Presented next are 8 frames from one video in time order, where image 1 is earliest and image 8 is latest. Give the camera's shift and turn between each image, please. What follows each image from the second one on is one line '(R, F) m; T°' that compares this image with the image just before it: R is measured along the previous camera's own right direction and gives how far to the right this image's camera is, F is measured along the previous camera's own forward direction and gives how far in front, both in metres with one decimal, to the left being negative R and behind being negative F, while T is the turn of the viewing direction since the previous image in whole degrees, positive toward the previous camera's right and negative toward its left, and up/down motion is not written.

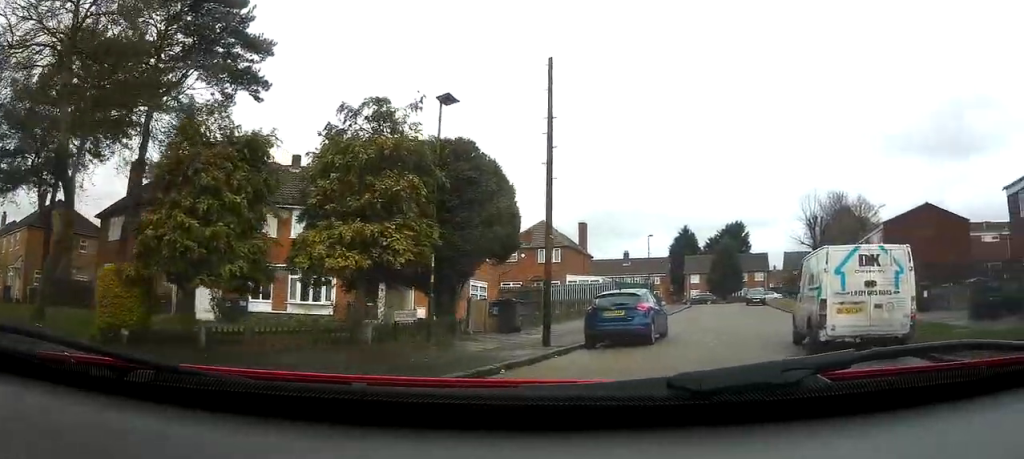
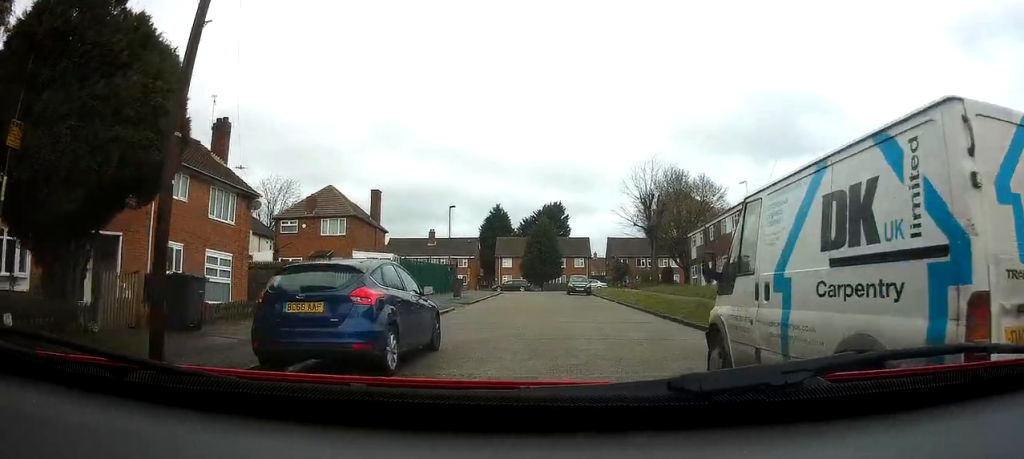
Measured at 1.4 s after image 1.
(+2.1, +7.3) m; +21°
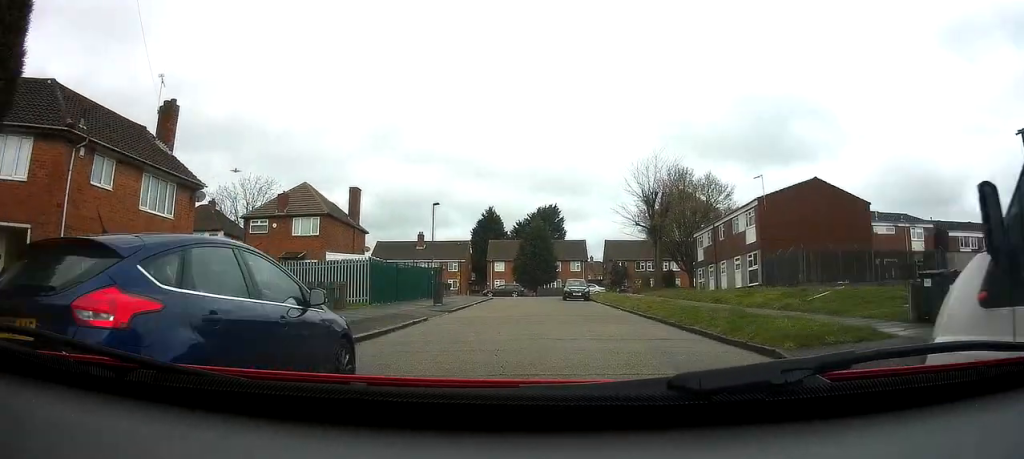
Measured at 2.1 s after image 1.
(+0.1, +4.4) m; 0°
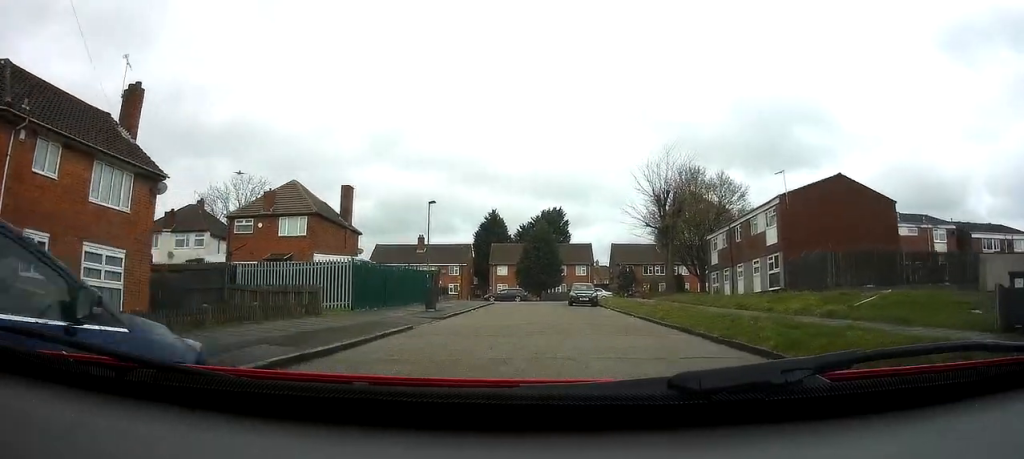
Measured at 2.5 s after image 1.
(0.0, +3.0) m; -2°
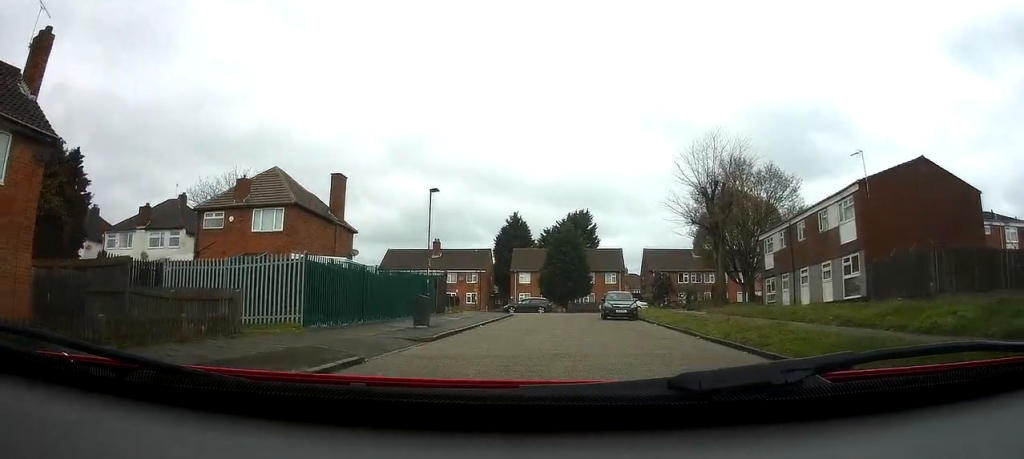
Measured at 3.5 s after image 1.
(-0.2, +7.1) m; -2°
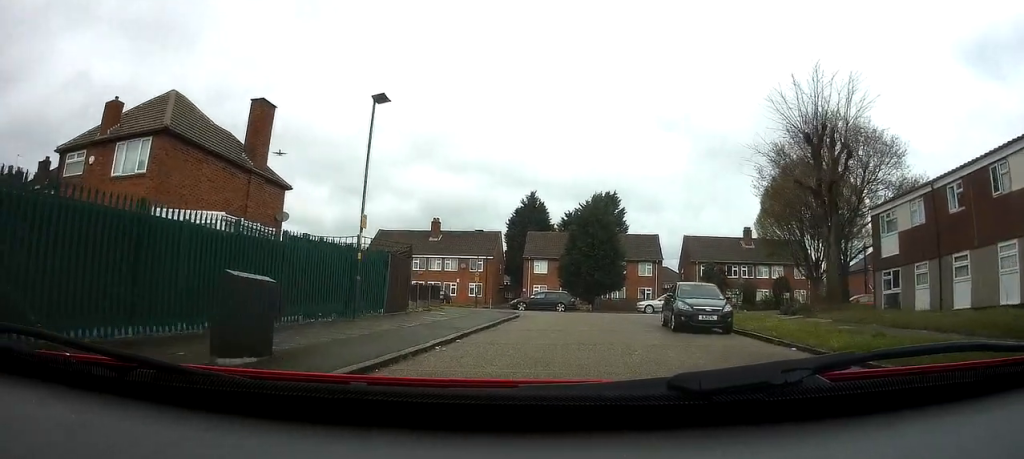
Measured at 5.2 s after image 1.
(-0.5, +14.4) m; -4°
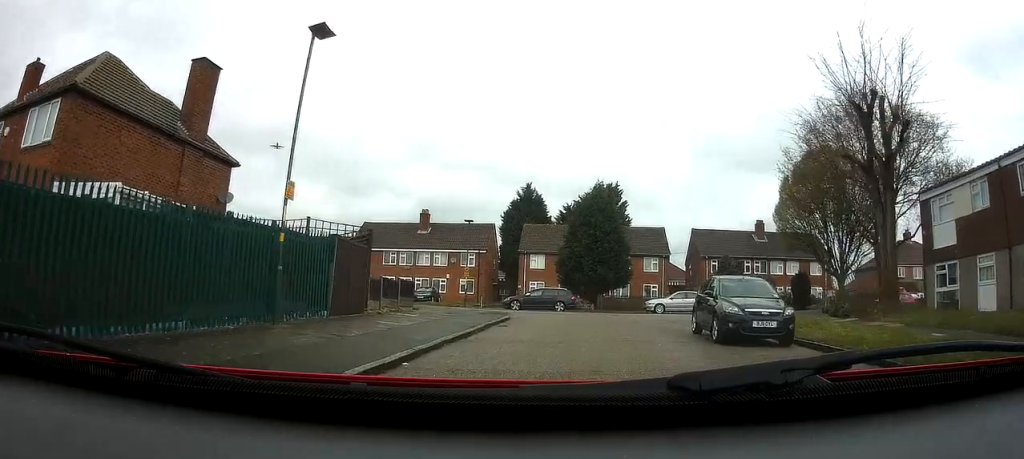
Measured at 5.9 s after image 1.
(-0.1, +5.0) m; -1°
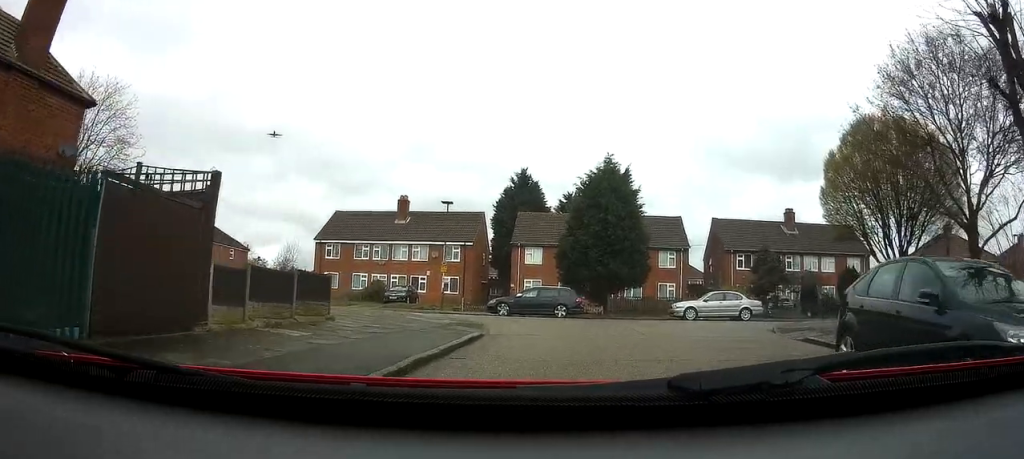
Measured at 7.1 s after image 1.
(+0.2, +8.7) m; +3°
